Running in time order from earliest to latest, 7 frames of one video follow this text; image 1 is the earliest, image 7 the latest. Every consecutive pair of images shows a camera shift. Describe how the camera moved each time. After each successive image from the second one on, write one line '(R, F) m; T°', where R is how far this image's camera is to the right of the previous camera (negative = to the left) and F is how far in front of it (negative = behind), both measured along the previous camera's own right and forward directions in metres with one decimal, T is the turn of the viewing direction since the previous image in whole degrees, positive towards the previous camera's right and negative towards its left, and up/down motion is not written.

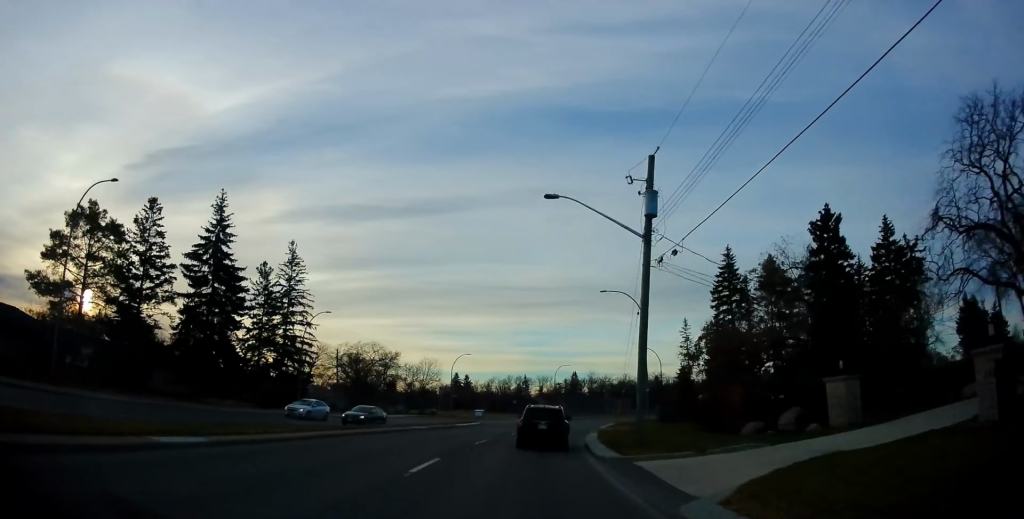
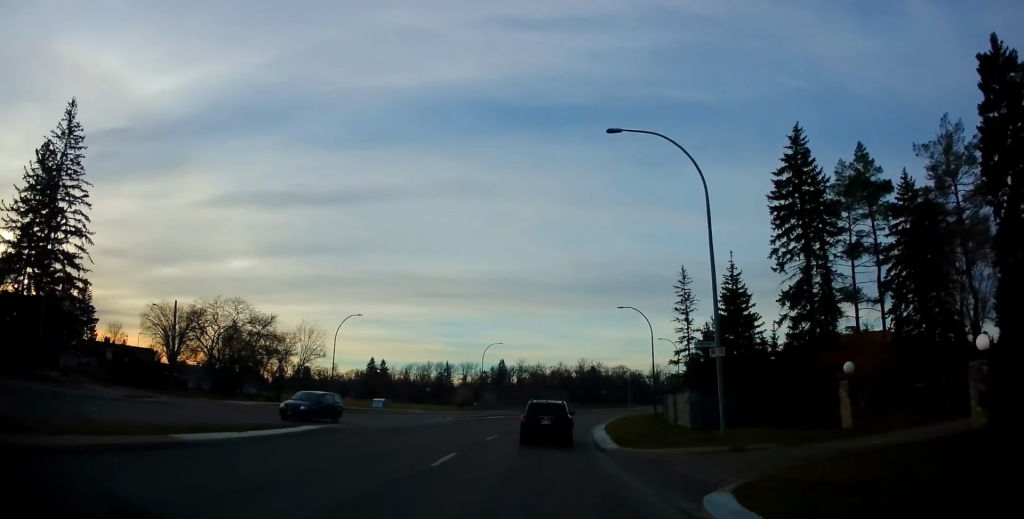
(+1.4, +26.8) m; +7°
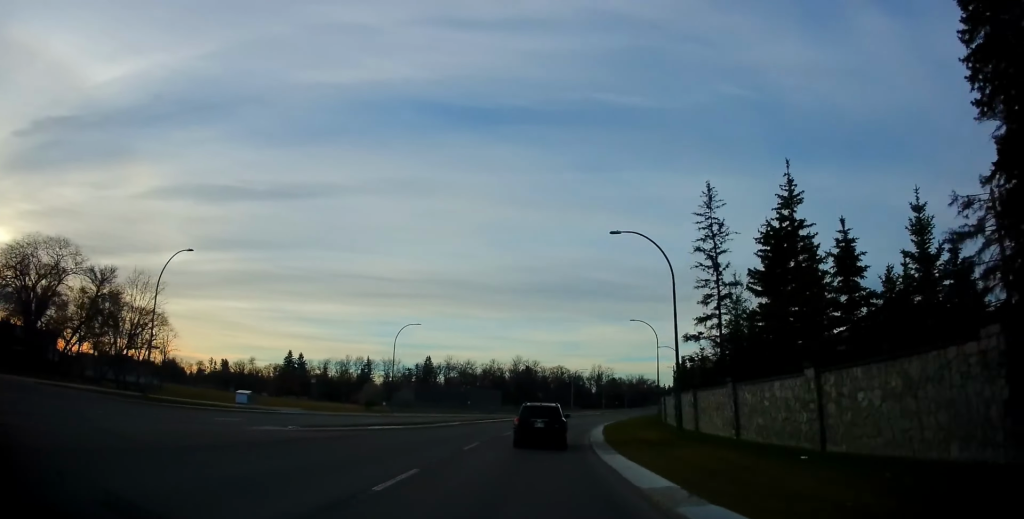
(+1.1, +21.8) m; +7°
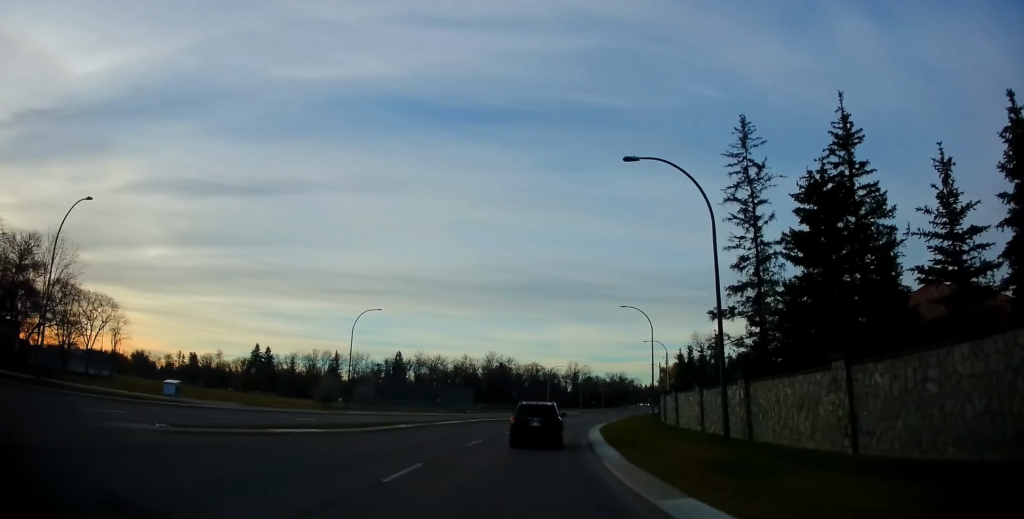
(+0.3, +8.2) m; +2°
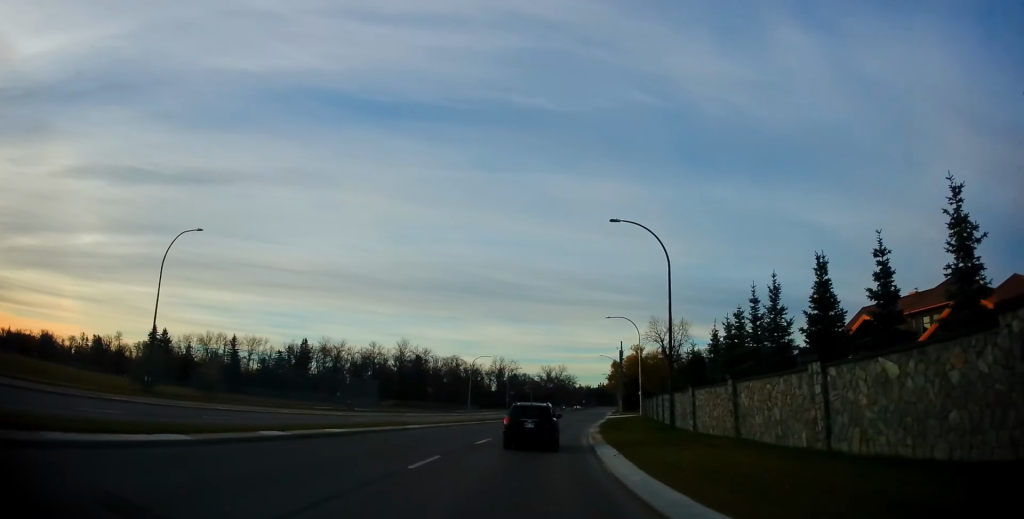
(+1.6, +25.3) m; +8°
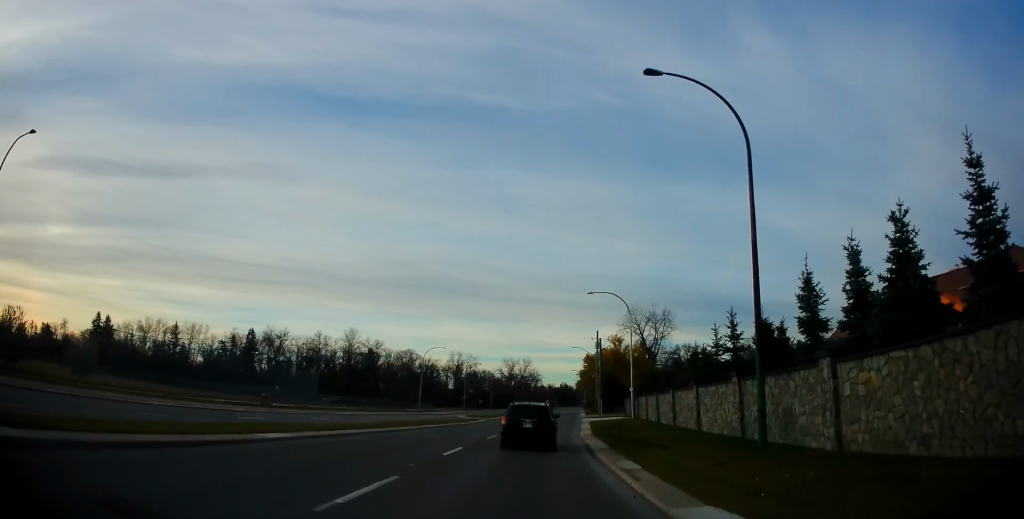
(+0.7, +13.8) m; +5°
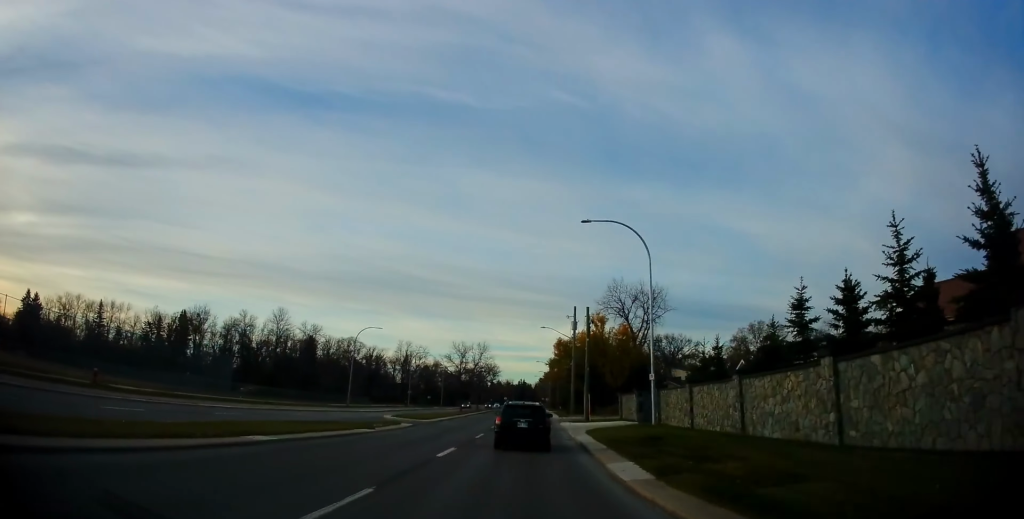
(+1.0, +18.8) m; +4°
